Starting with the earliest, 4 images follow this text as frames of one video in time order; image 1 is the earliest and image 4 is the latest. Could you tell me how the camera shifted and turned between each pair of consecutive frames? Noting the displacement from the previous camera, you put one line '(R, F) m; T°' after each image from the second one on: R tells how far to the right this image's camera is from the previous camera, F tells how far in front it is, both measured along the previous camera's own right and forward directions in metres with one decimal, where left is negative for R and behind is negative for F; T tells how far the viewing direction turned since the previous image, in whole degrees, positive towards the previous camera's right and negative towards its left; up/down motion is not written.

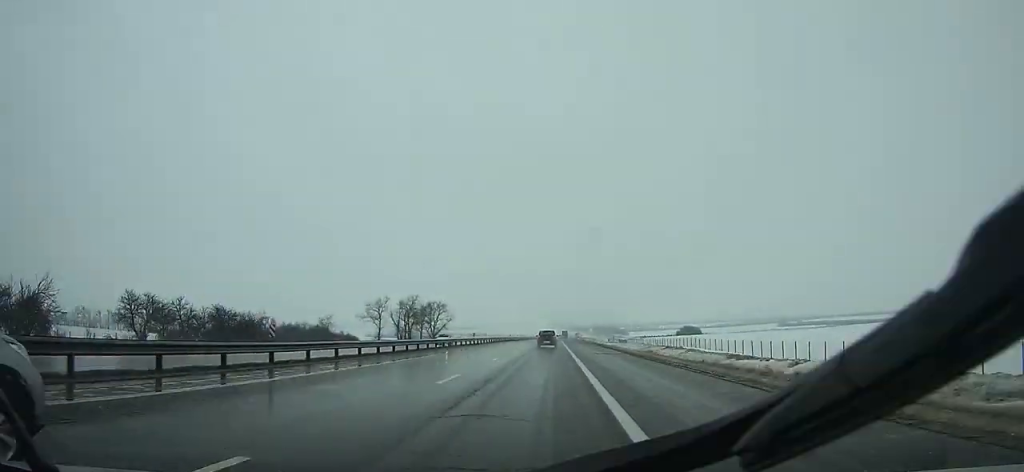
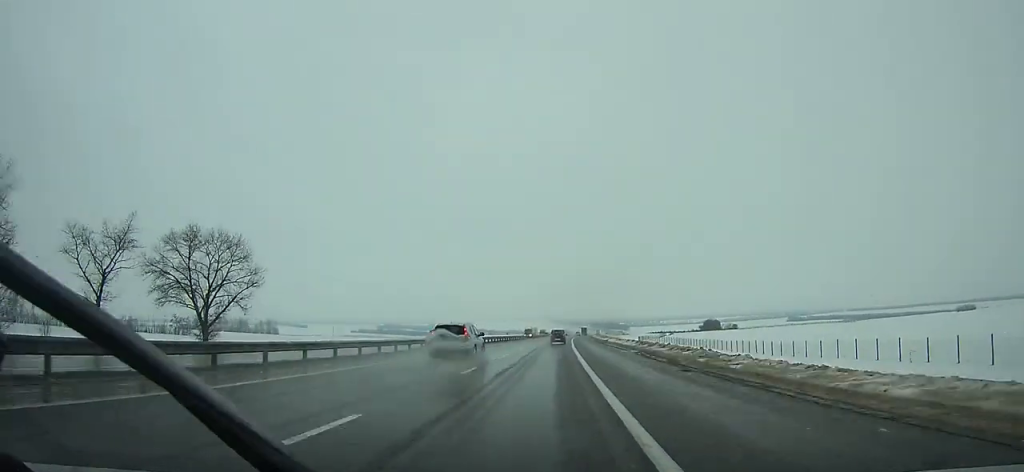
(0.0, +129.3) m; 0°
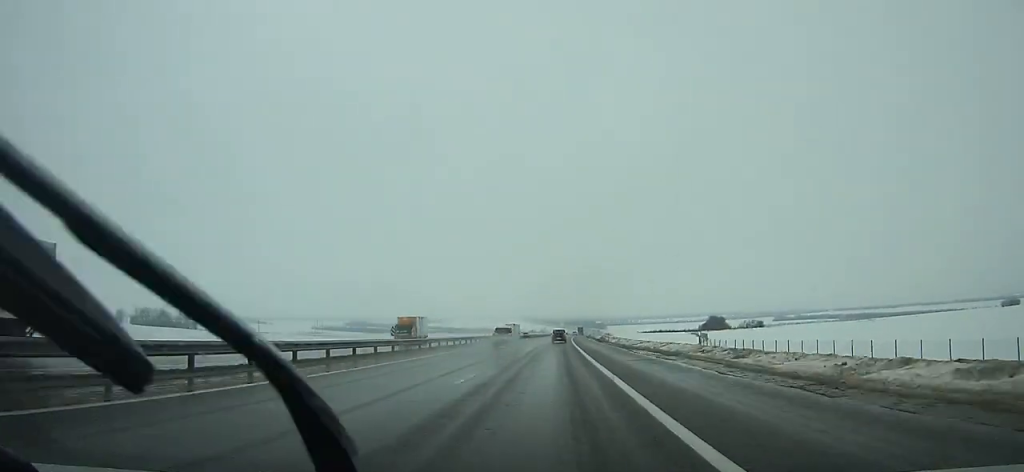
(+2.1, +113.4) m; +3°
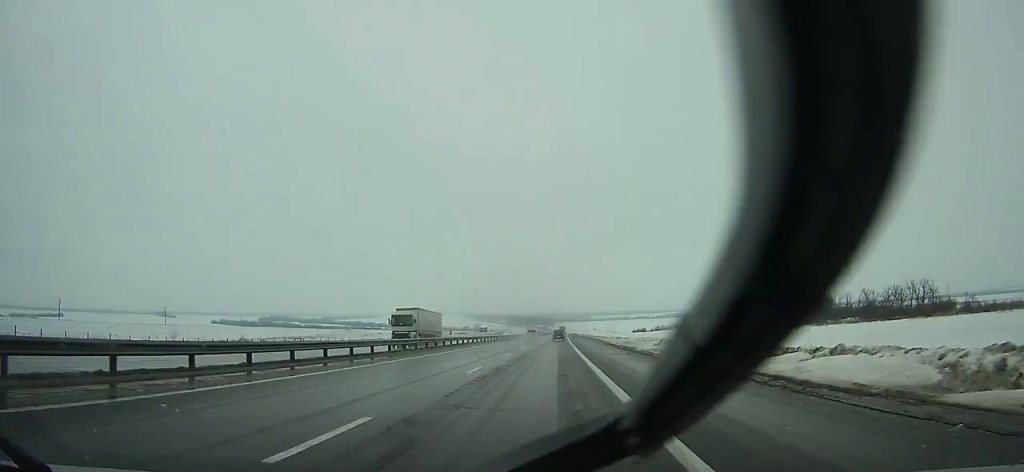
(+13.7, +286.2) m; +5°
